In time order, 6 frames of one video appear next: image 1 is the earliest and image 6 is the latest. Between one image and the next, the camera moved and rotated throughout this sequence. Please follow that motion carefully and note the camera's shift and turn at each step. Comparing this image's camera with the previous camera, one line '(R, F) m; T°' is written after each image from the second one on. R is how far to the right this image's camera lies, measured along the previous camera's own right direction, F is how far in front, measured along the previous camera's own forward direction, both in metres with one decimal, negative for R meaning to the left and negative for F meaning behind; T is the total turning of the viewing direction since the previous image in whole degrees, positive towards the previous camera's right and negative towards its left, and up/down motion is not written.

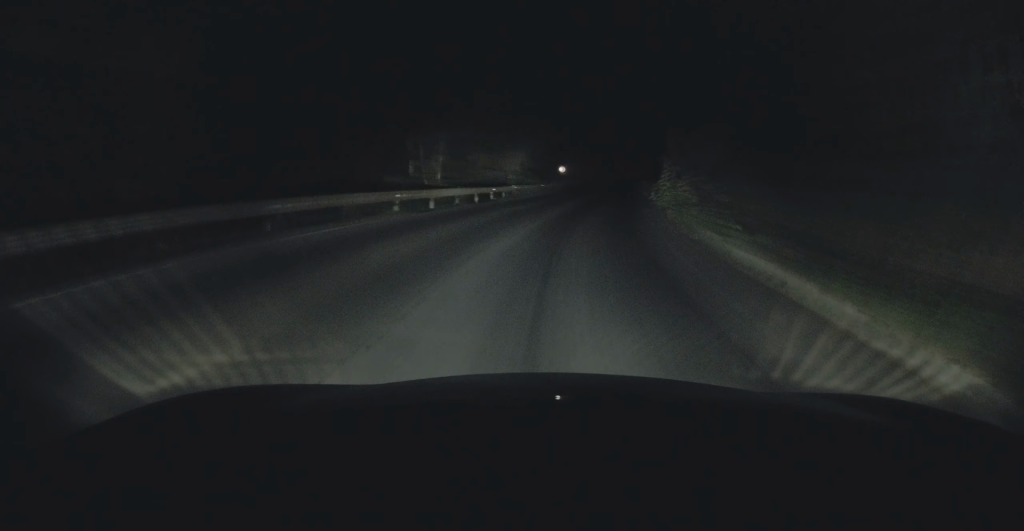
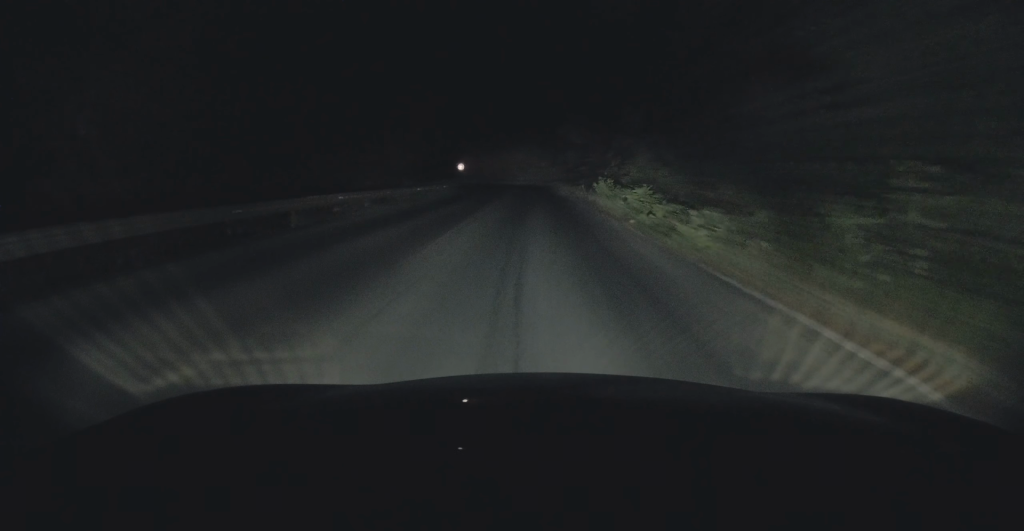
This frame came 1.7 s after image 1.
(+0.1, +22.4) m; -4°
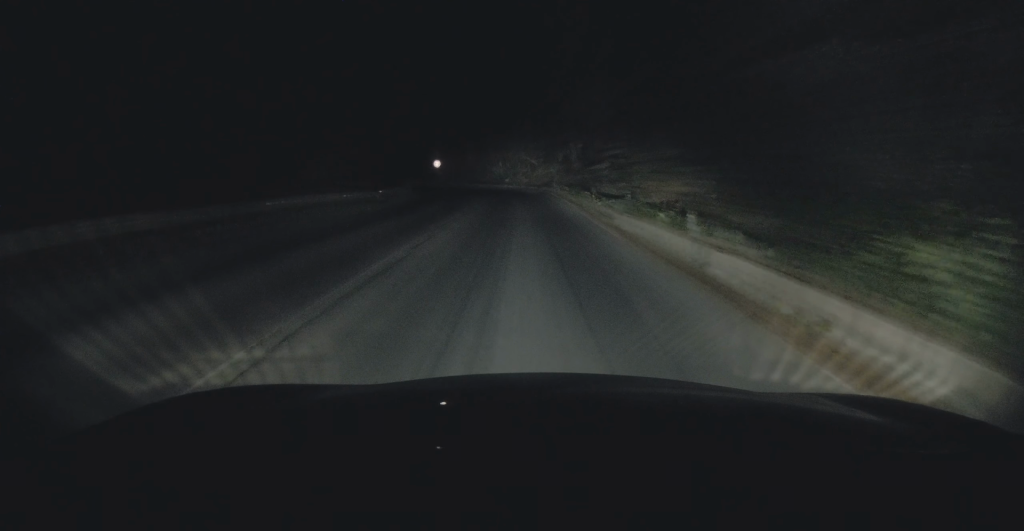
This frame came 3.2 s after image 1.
(-0.2, +19.0) m; +4°
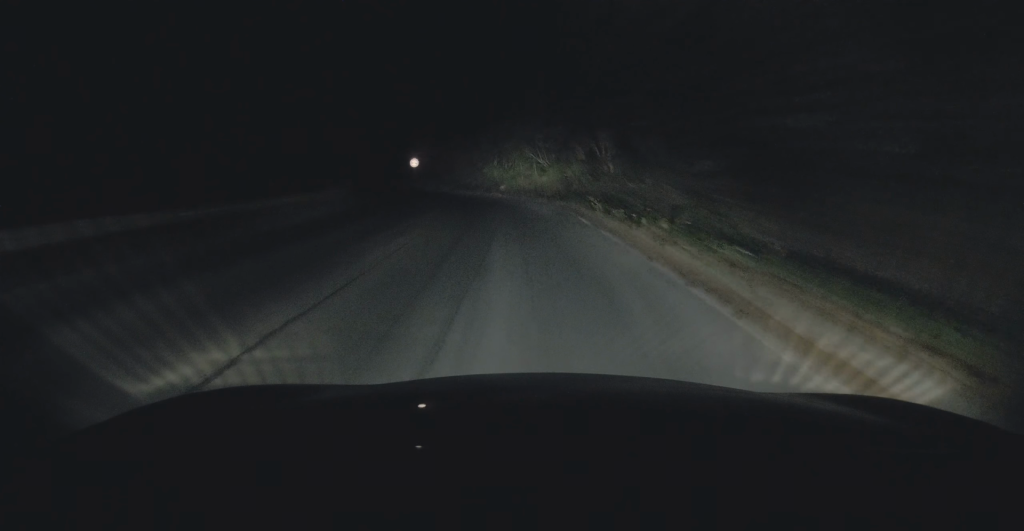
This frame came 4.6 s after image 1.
(+1.7, +17.7) m; +8°
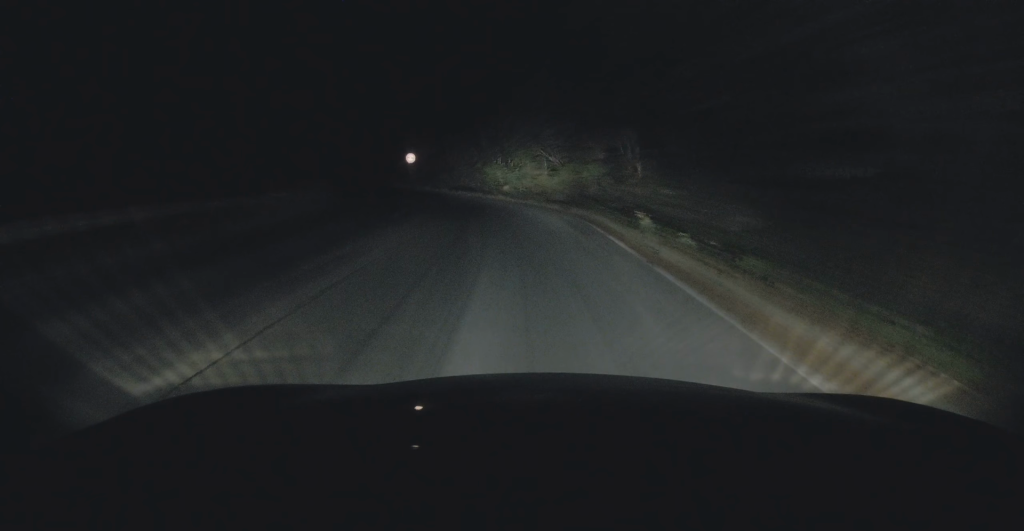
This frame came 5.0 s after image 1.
(-0.1, +5.9) m; -4°
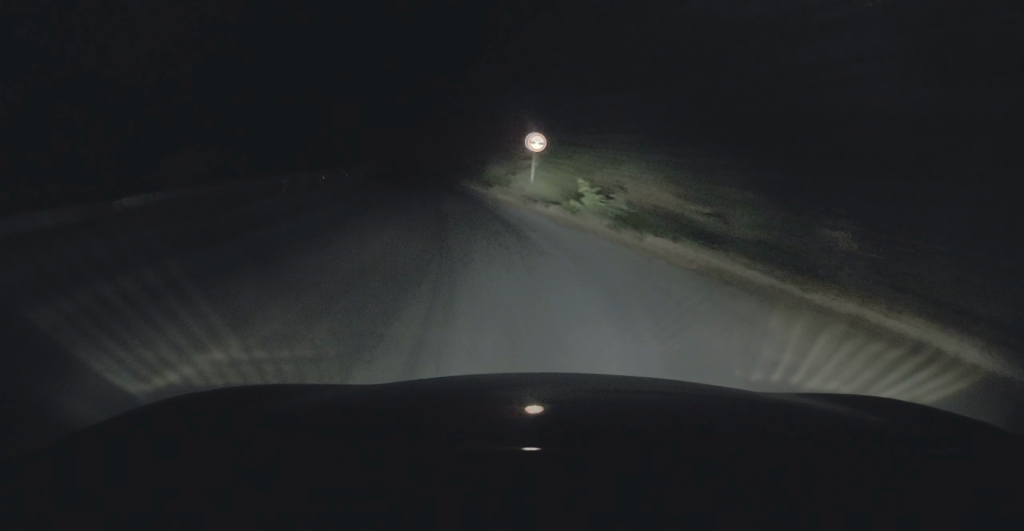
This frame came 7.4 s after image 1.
(-4.8, +28.3) m; -17°
